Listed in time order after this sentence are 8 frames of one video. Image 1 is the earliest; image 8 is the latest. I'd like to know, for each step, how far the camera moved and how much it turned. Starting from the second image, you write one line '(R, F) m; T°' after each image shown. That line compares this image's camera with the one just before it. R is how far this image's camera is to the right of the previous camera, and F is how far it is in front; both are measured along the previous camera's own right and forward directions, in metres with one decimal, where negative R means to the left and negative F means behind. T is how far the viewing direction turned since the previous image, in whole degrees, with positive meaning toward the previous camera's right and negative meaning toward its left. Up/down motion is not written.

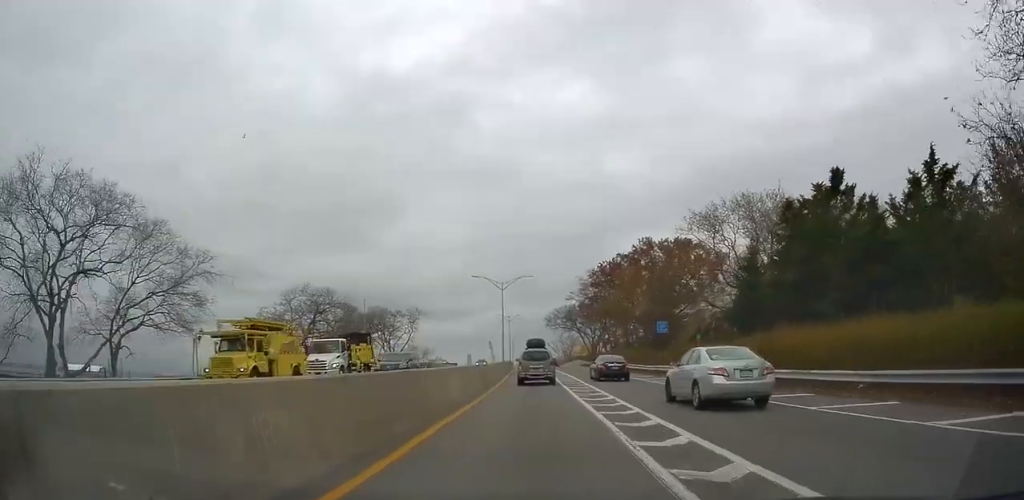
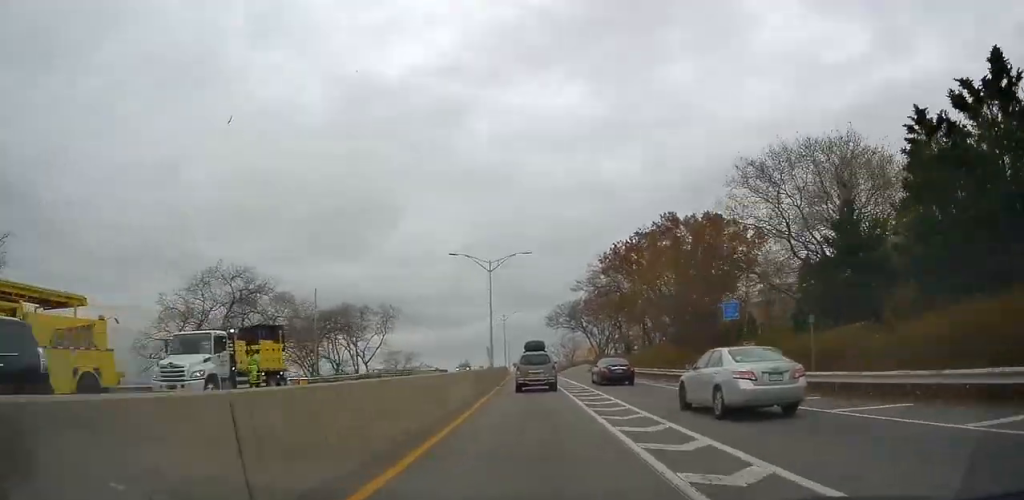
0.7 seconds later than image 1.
(0.0, +15.0) m; 0°
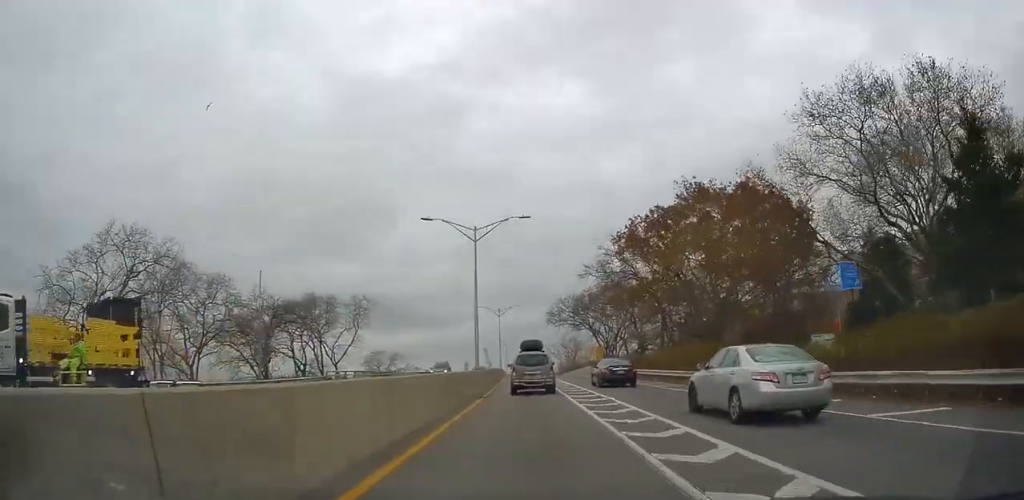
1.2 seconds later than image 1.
(0.0, +11.1) m; 0°
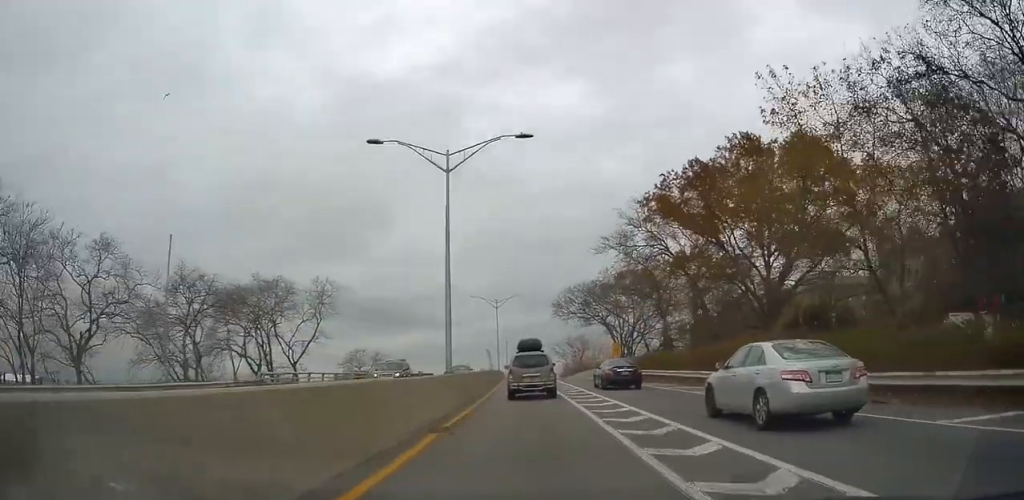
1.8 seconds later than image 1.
(0.0, +12.1) m; 0°
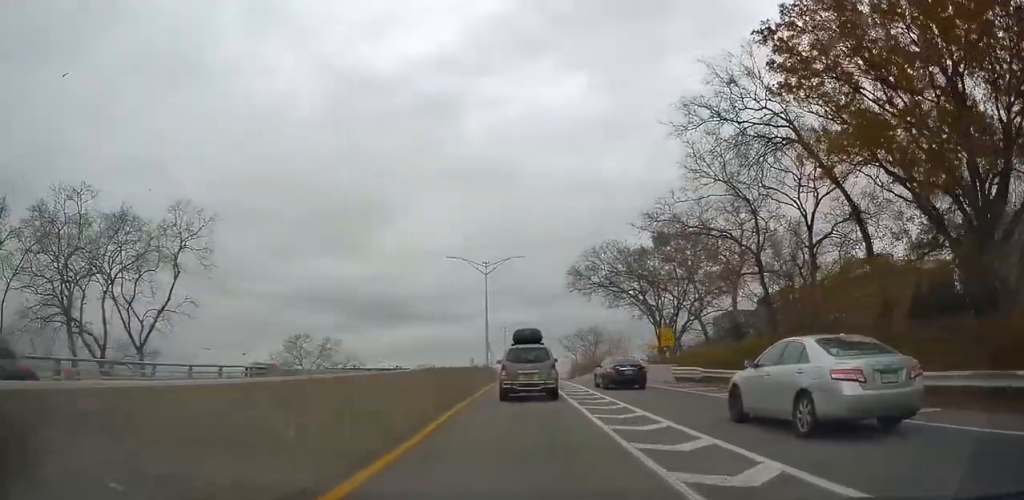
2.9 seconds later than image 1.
(-0.2, +22.8) m; -1°
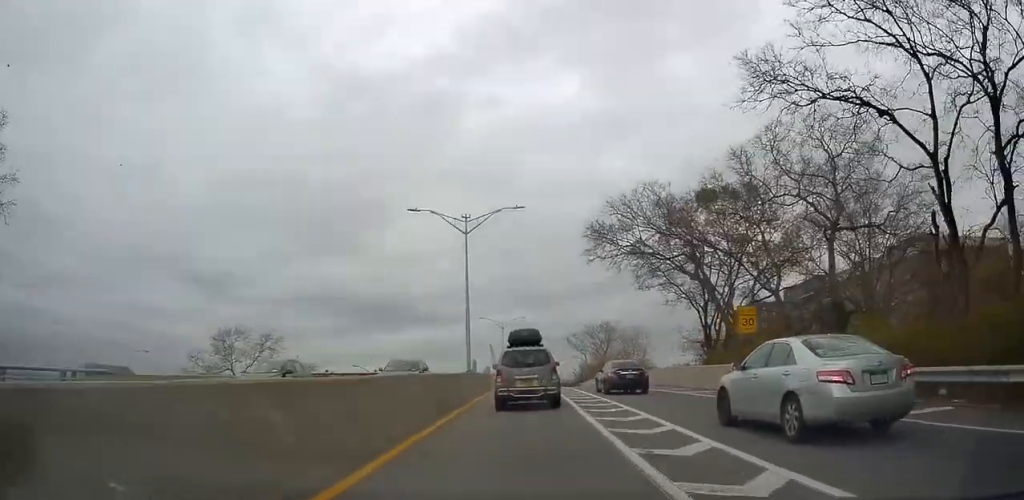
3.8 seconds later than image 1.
(-0.1, +16.5) m; 0°
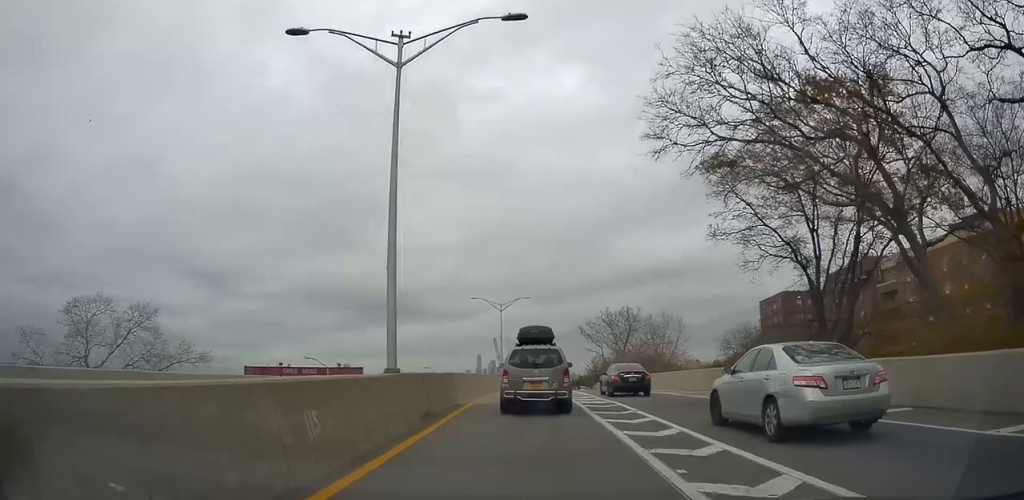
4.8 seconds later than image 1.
(+0.1, +19.9) m; +1°
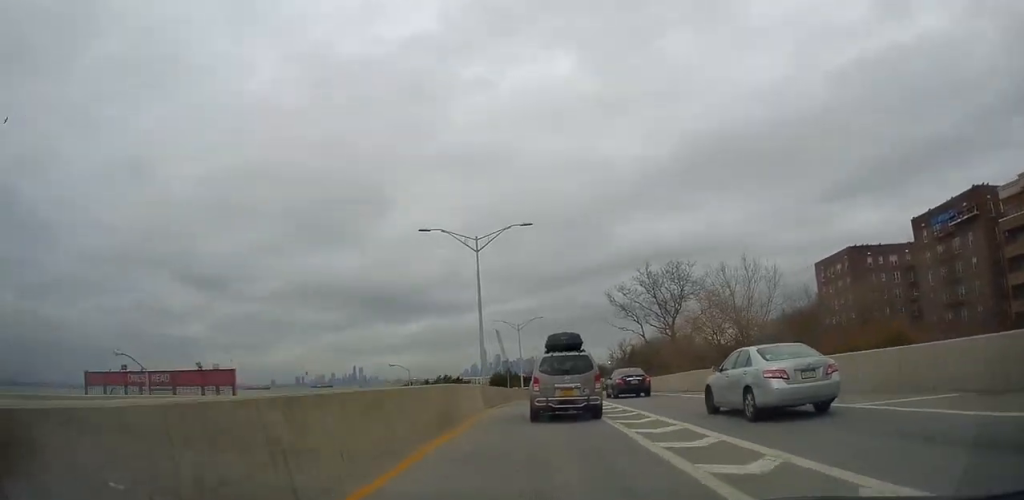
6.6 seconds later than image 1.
(-0.2, +32.4) m; -2°
